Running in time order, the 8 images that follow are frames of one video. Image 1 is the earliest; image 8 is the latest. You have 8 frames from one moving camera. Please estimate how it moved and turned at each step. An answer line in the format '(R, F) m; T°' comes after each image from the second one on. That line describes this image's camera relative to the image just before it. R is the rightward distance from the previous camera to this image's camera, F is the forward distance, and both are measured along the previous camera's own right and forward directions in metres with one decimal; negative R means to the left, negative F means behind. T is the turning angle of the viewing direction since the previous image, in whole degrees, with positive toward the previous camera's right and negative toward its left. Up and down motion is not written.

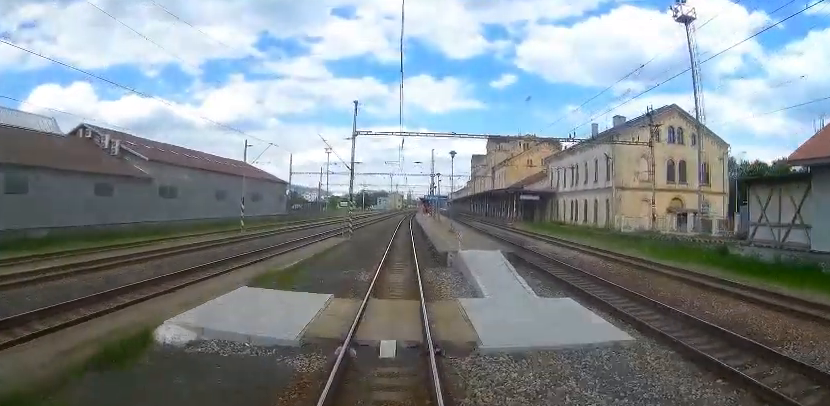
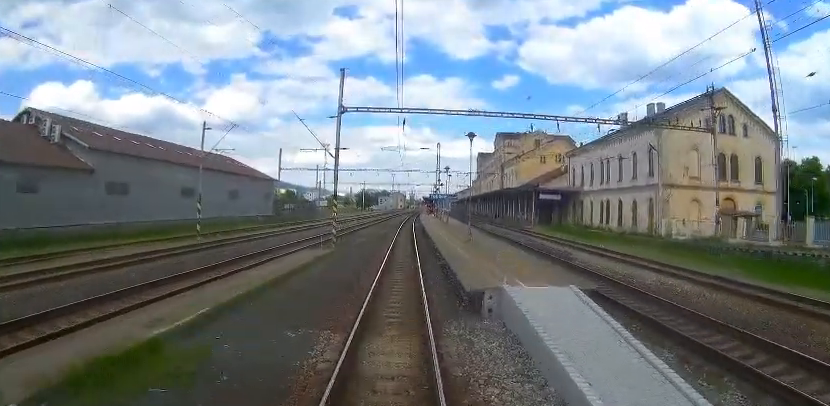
(+0.1, +9.0) m; 0°
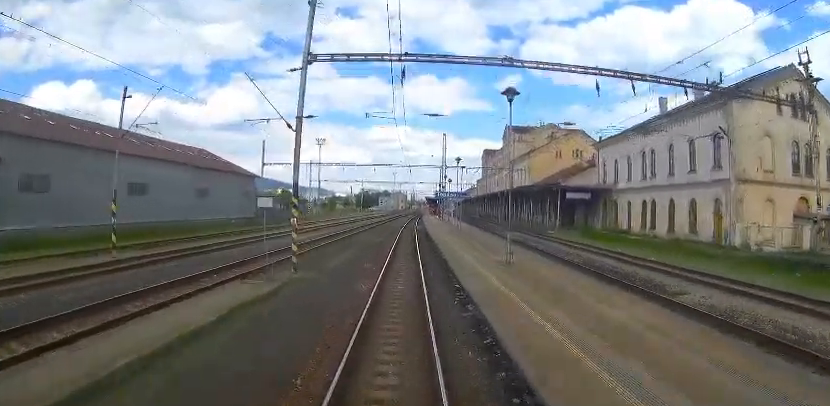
(-0.1, +9.9) m; -2°
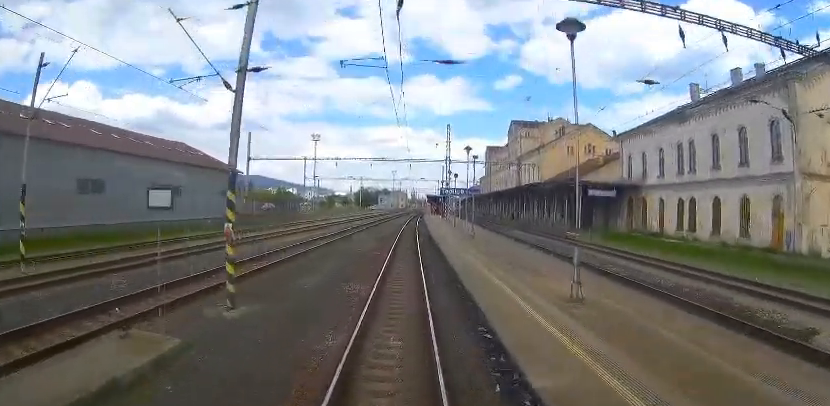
(-0.2, +6.5) m; -2°
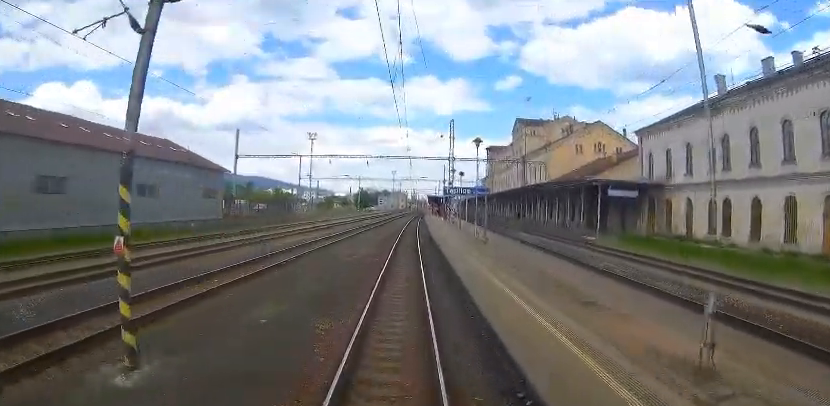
(-0.1, +4.6) m; 0°
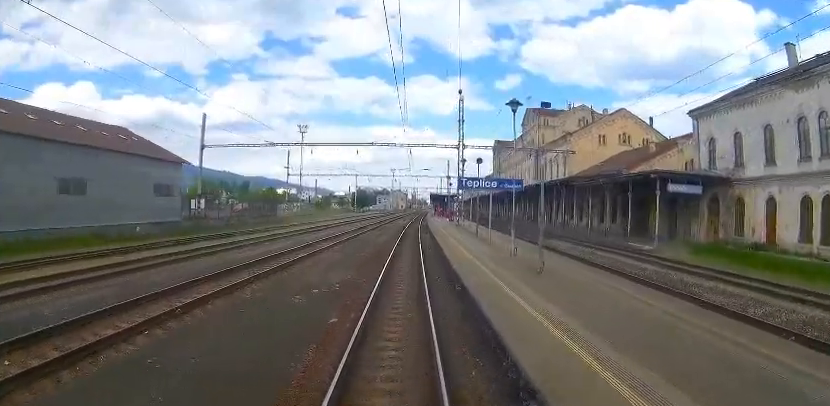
(-0.1, +10.0) m; +1°
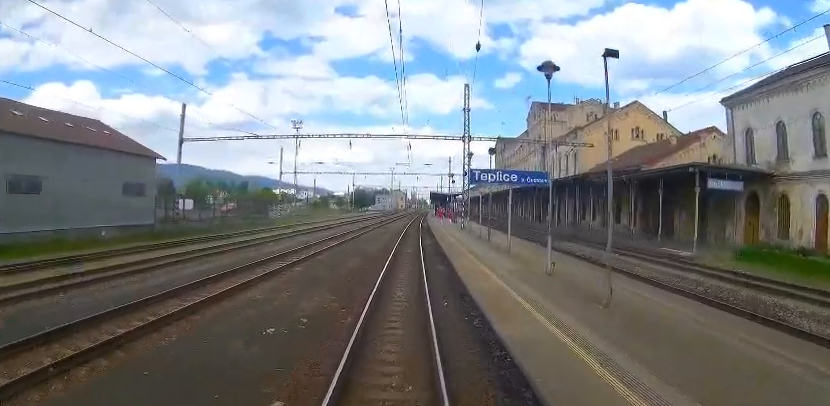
(+0.1, +4.7) m; +1°
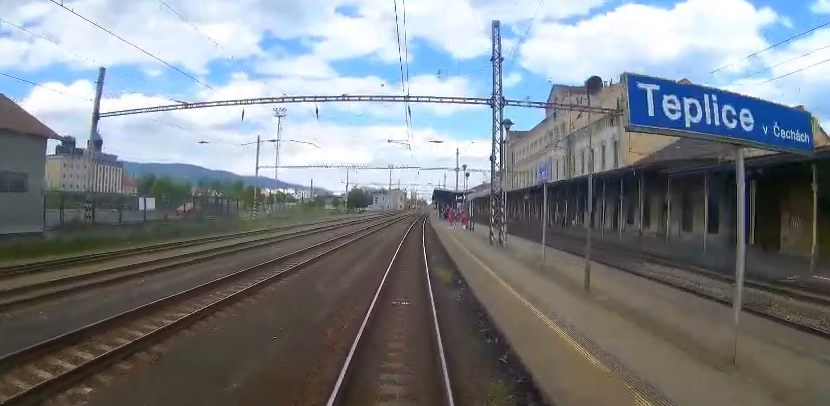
(+0.3, +13.8) m; 0°
